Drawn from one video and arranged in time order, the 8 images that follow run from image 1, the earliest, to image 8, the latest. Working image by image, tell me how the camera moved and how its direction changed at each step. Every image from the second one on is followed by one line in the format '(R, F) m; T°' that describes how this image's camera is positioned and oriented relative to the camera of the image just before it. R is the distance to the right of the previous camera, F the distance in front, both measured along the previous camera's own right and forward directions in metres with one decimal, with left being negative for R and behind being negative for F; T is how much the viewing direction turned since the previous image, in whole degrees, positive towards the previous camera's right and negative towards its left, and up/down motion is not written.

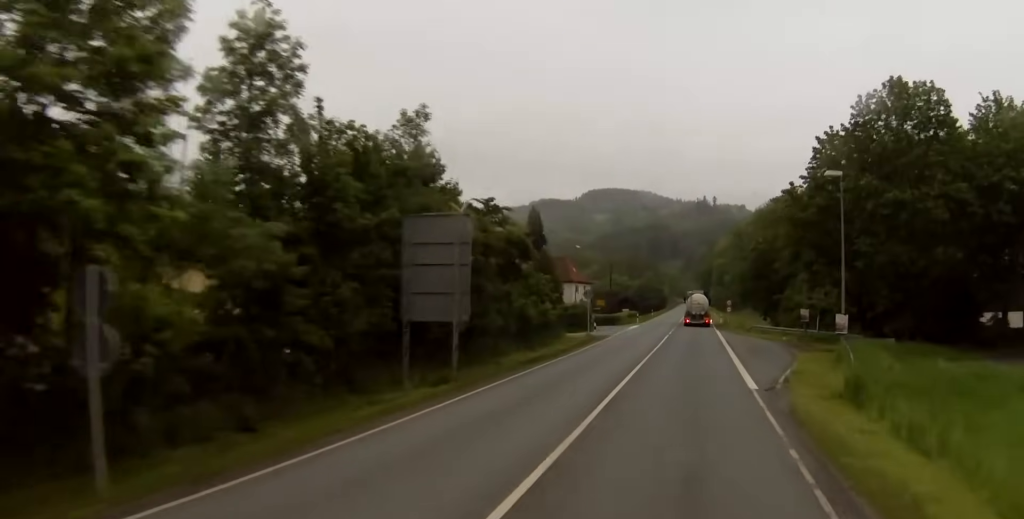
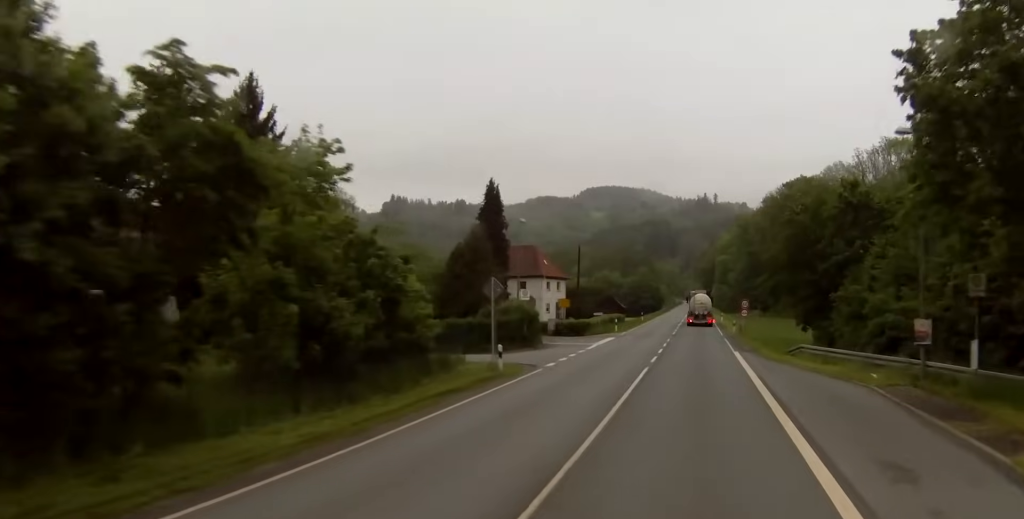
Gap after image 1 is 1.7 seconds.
(+0.2, +29.1) m; +2°
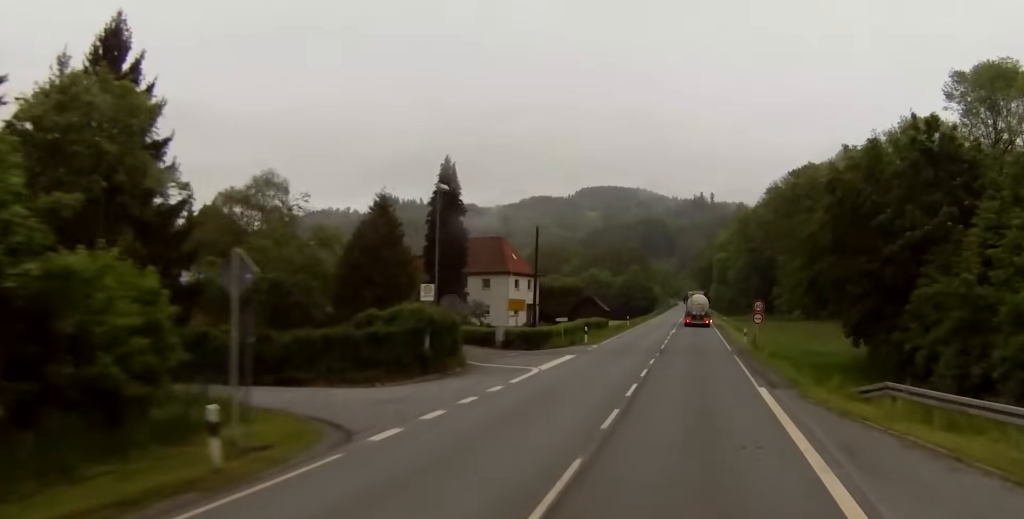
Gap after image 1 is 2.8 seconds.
(0.0, +18.2) m; 0°
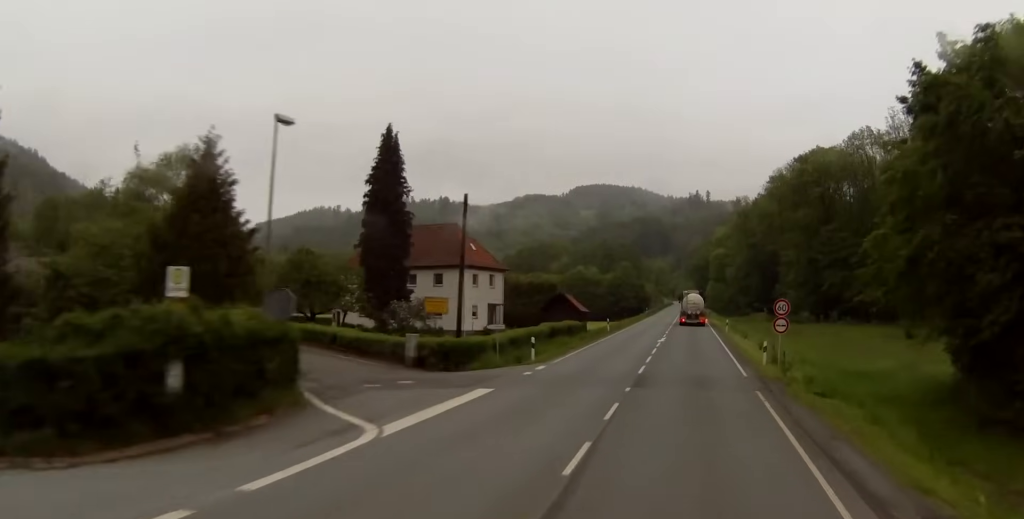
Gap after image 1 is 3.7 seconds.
(0.0, +16.4) m; -2°
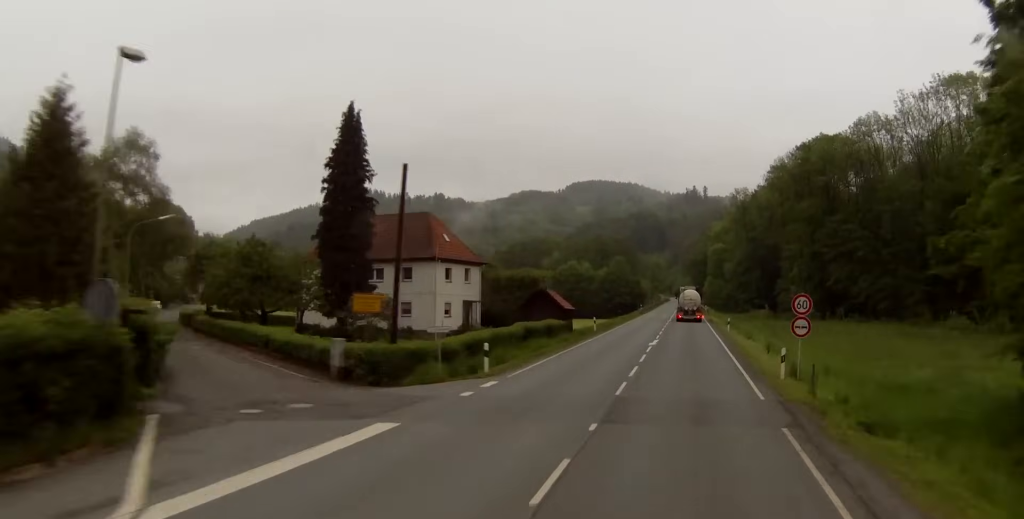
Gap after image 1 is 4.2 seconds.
(-0.2, +8.0) m; 0°
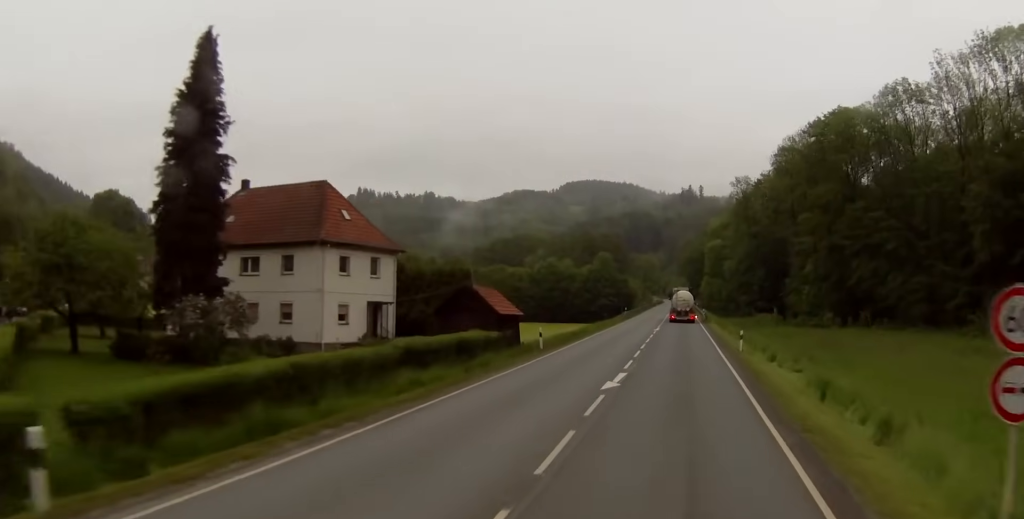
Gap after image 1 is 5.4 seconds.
(+0.2, +21.1) m; +1°
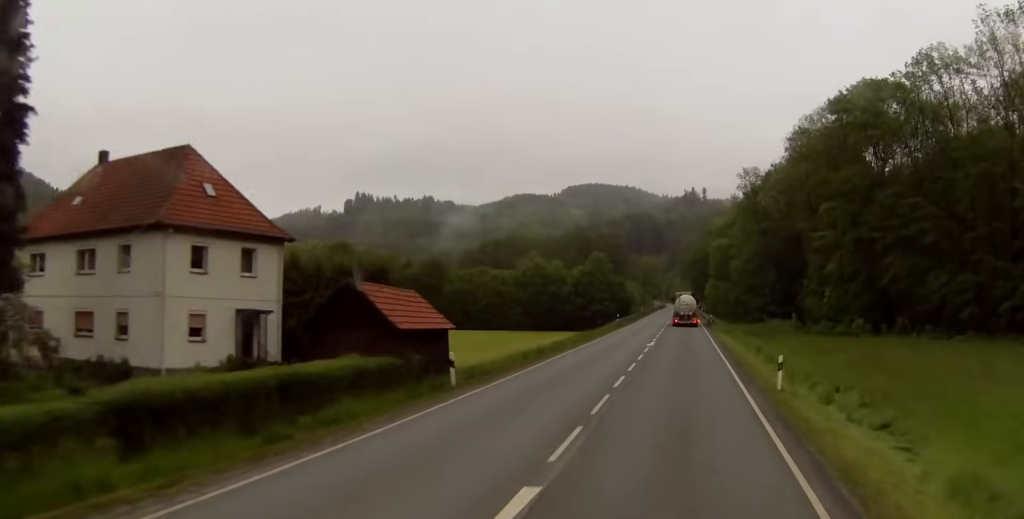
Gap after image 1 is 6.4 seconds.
(+0.1, +16.6) m; +1°
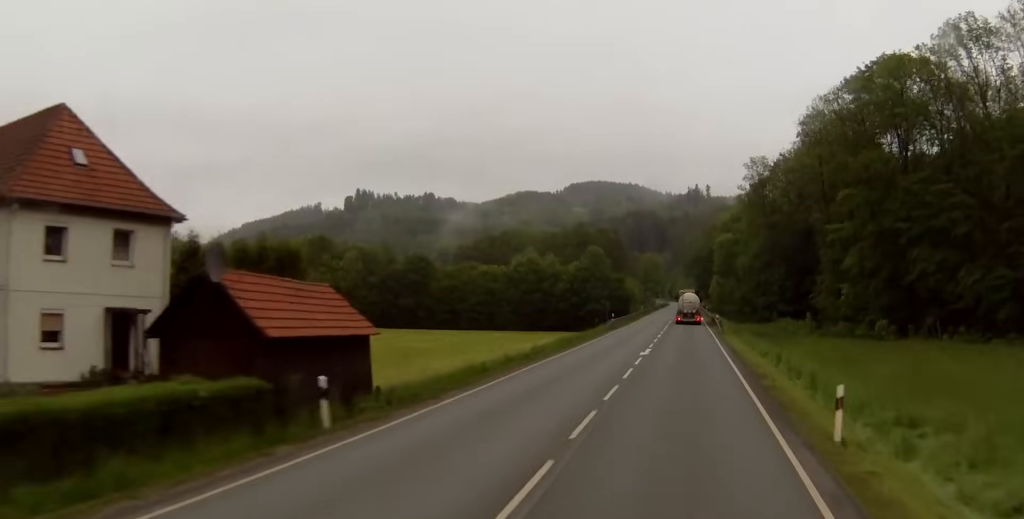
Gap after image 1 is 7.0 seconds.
(0.0, +9.8) m; 0°
